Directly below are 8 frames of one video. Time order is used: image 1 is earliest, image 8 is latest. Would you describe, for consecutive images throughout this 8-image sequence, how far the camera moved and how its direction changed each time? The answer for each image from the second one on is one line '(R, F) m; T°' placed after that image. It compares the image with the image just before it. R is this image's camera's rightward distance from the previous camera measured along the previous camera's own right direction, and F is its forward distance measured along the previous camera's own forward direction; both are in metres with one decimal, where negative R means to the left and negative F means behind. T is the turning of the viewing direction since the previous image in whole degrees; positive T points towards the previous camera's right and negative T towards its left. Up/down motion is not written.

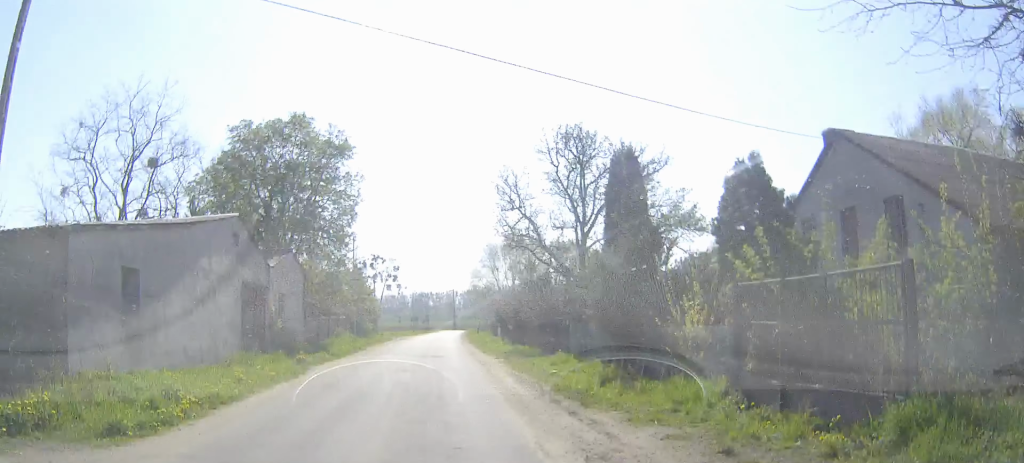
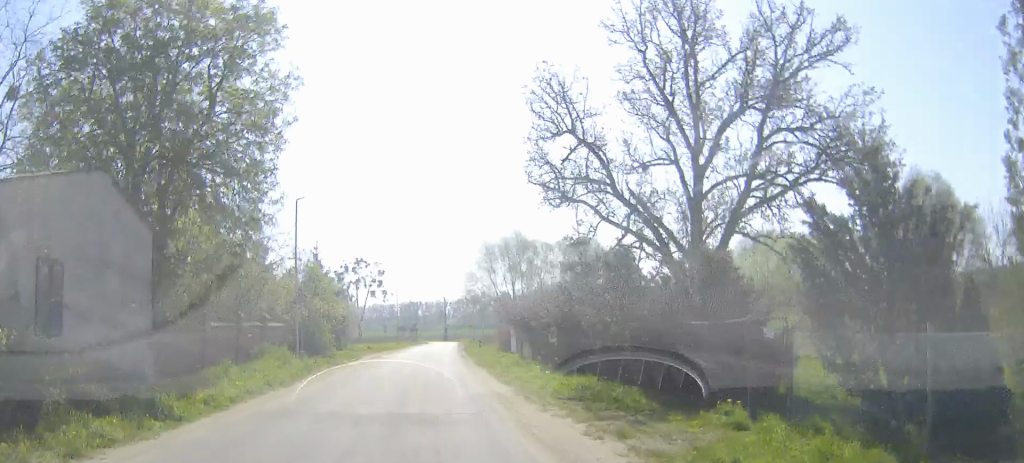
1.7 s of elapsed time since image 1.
(0.0, +16.2) m; 0°
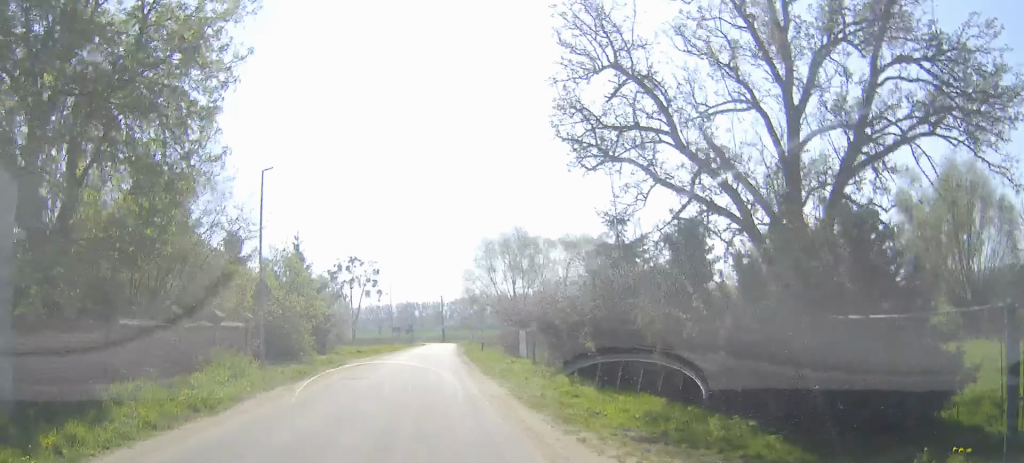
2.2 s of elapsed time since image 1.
(0.0, +5.5) m; 0°
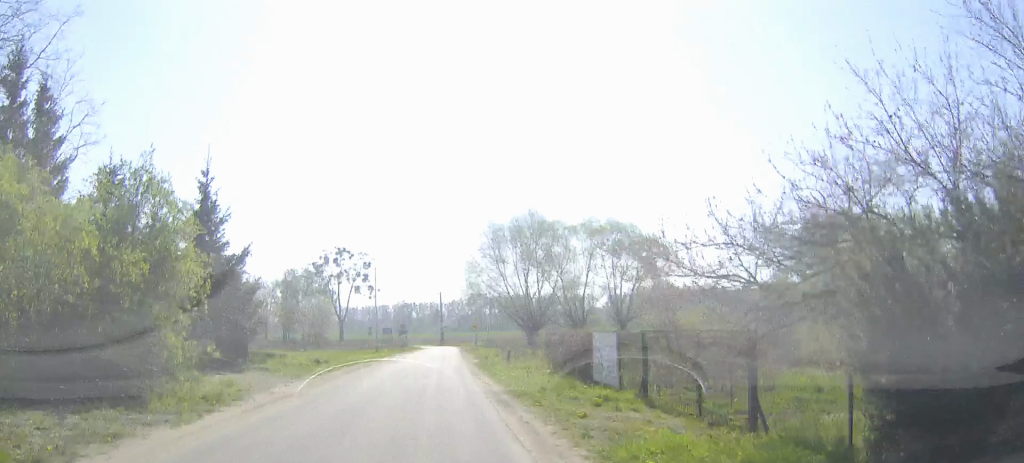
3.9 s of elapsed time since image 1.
(+0.1, +16.7) m; 0°
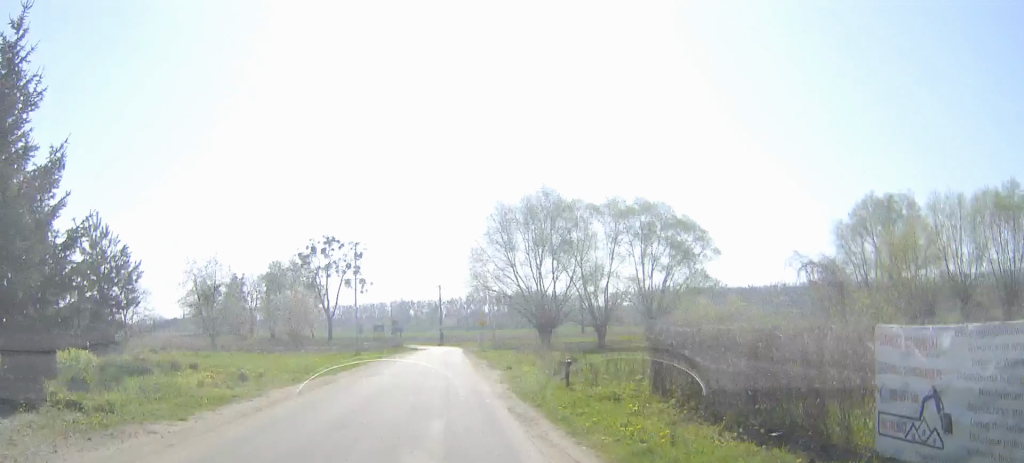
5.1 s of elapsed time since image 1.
(0.0, +11.8) m; 0°
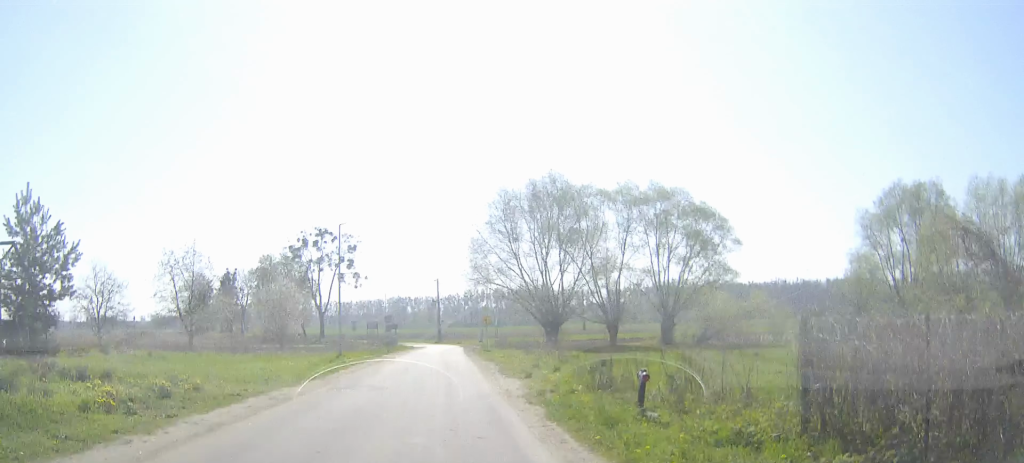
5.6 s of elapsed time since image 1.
(0.0, +5.3) m; 0°
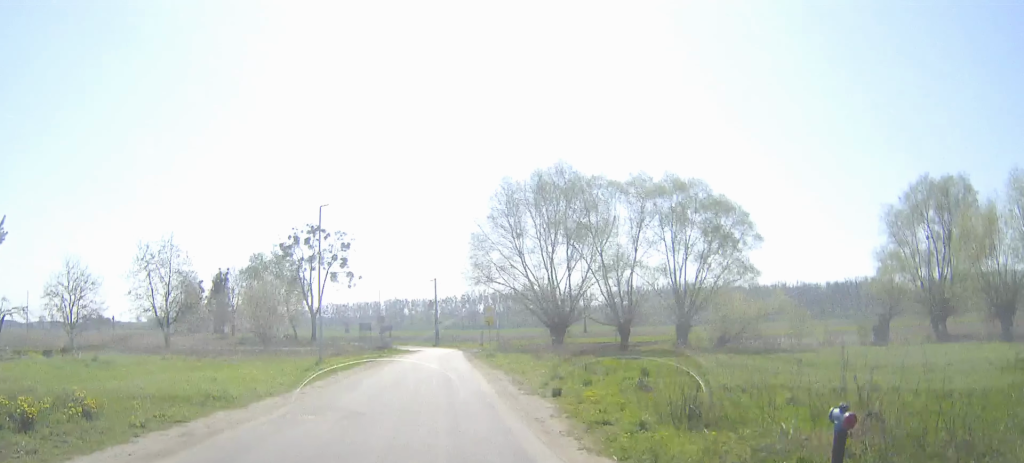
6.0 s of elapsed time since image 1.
(0.0, +4.7) m; 0°
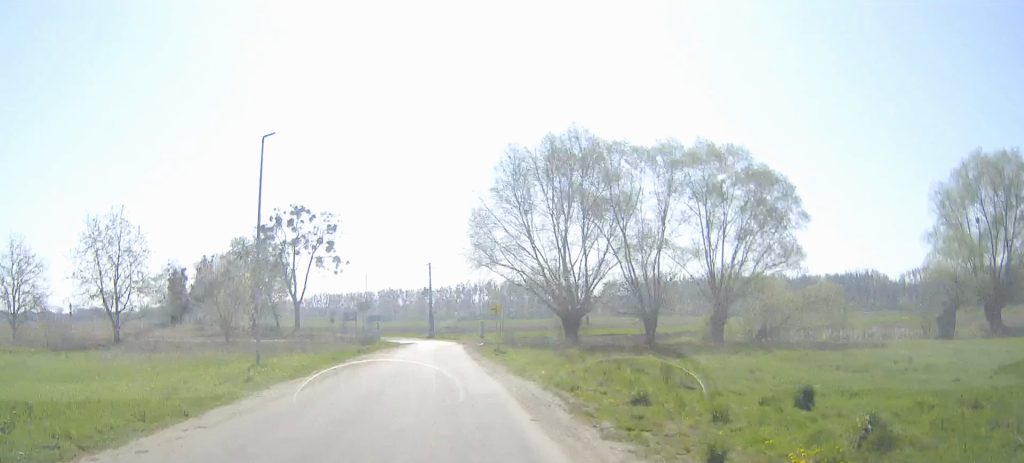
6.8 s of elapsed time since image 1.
(0.0, +8.3) m; 0°
